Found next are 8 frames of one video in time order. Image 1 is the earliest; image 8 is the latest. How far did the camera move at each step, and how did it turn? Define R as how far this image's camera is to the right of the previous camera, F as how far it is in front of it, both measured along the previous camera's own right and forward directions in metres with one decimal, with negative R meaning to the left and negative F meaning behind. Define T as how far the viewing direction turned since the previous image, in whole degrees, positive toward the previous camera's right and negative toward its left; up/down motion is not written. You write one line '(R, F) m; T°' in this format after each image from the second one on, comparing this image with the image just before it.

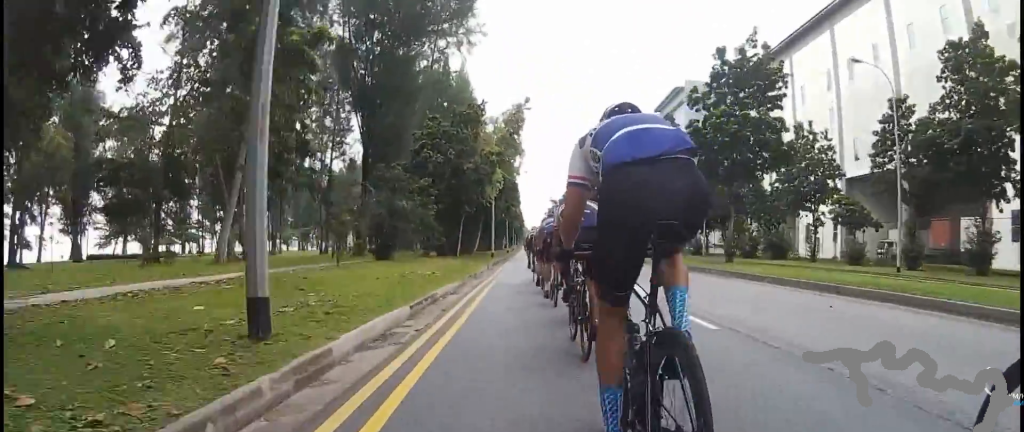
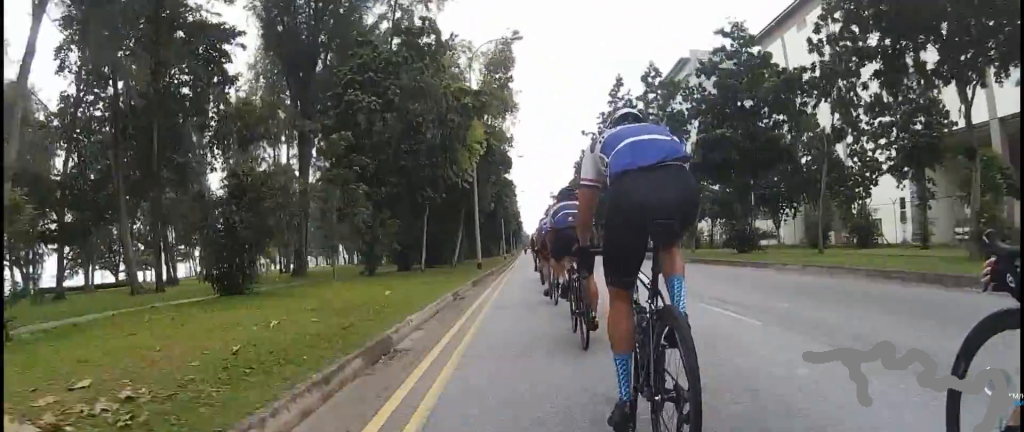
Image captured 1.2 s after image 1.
(+0.1, +12.1) m; +1°
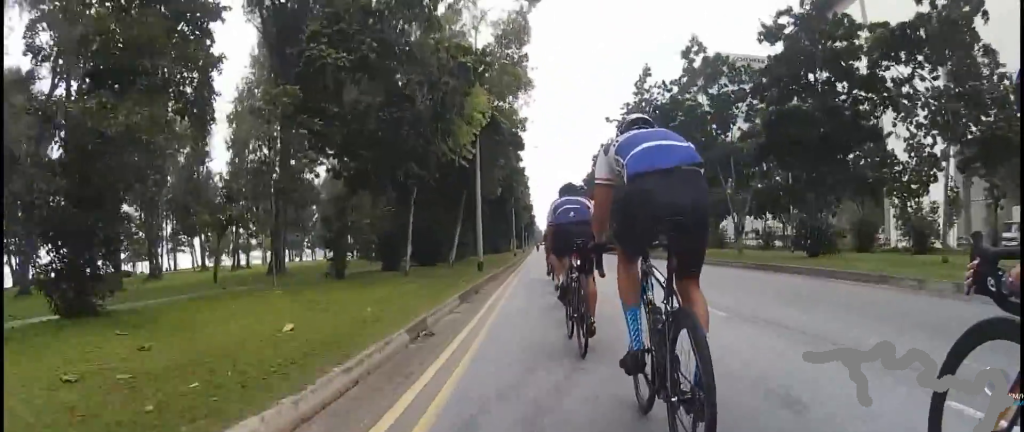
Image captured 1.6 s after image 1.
(0.0, +4.4) m; 0°
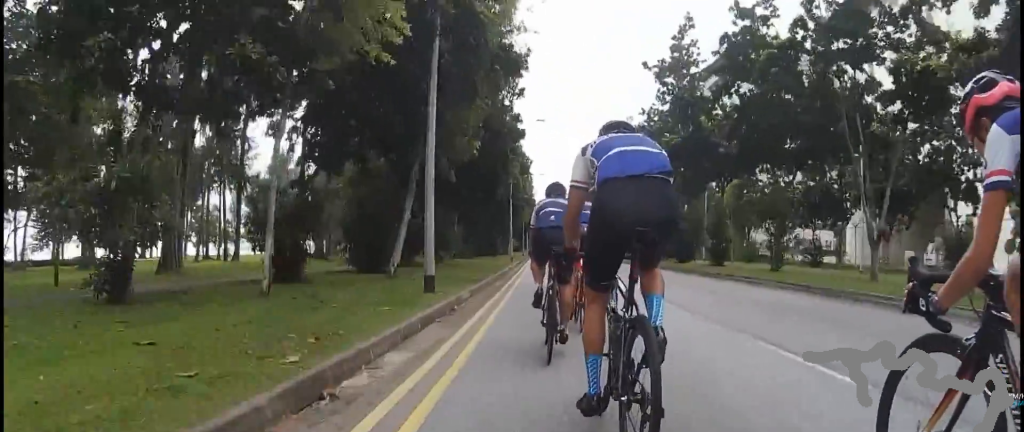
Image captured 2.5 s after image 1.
(0.0, +8.8) m; 0°
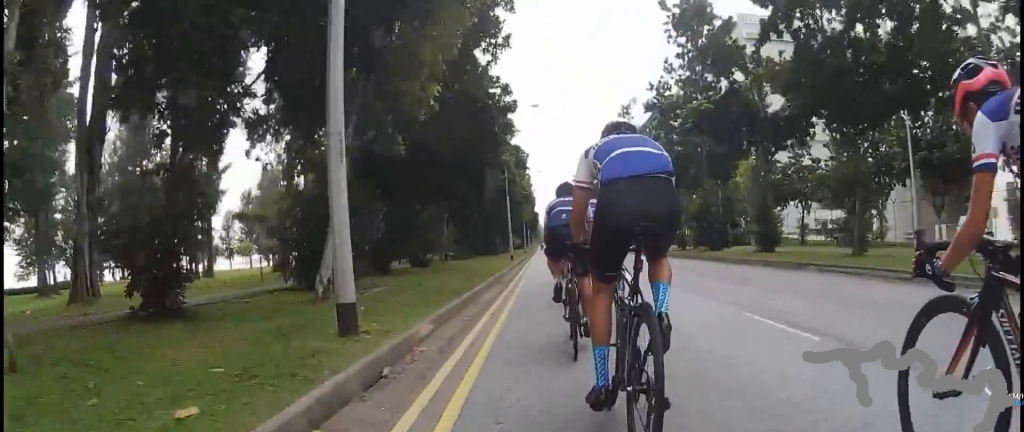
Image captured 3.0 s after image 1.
(0.0, +4.7) m; 0°
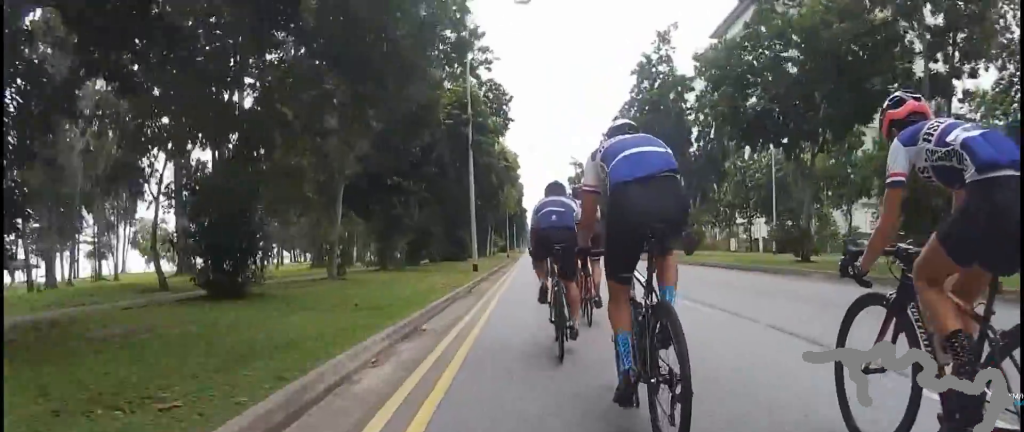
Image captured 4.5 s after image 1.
(0.0, +15.2) m; -1°
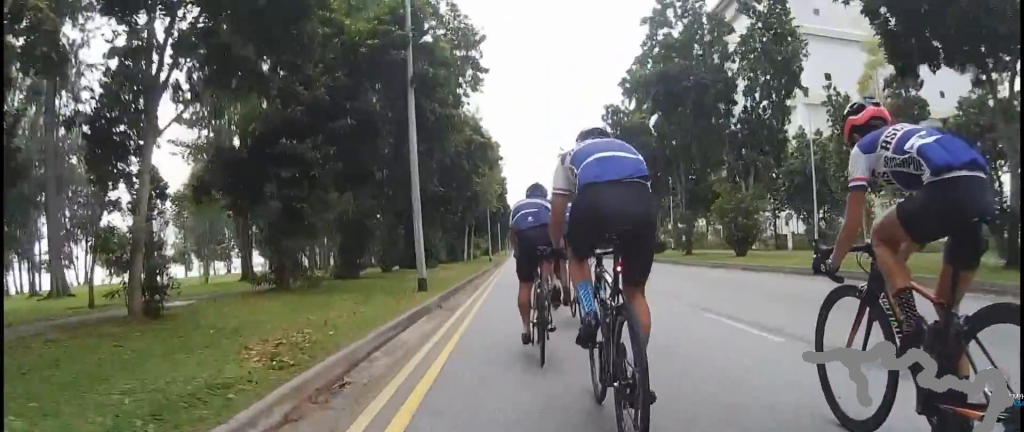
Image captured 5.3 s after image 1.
(-0.1, +8.3) m; -4°
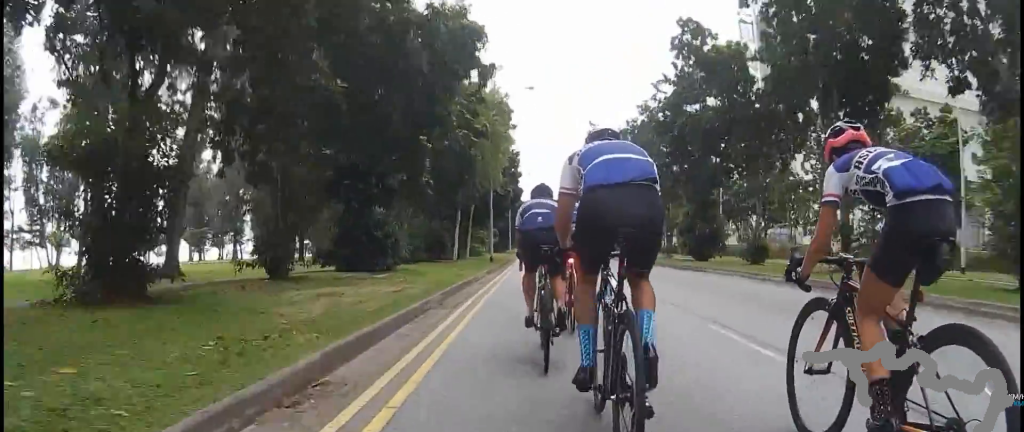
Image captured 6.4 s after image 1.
(-0.9, +12.5) m; -3°
